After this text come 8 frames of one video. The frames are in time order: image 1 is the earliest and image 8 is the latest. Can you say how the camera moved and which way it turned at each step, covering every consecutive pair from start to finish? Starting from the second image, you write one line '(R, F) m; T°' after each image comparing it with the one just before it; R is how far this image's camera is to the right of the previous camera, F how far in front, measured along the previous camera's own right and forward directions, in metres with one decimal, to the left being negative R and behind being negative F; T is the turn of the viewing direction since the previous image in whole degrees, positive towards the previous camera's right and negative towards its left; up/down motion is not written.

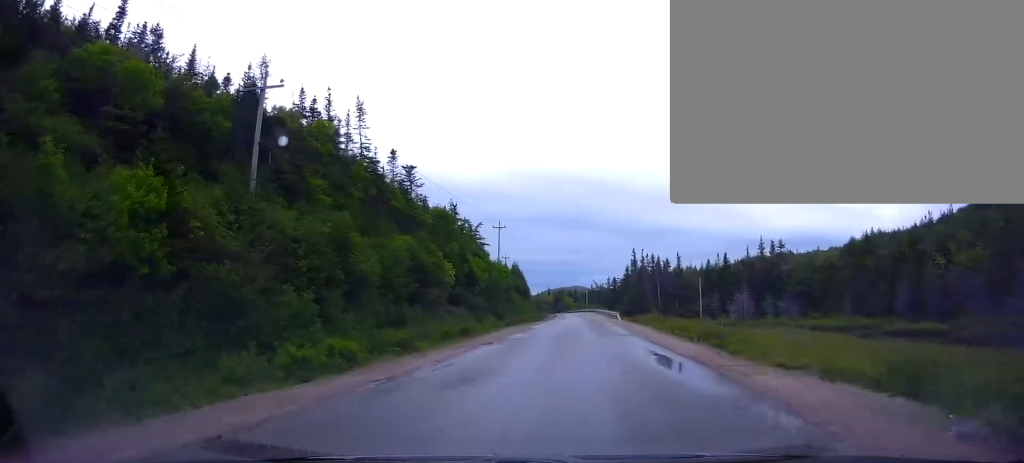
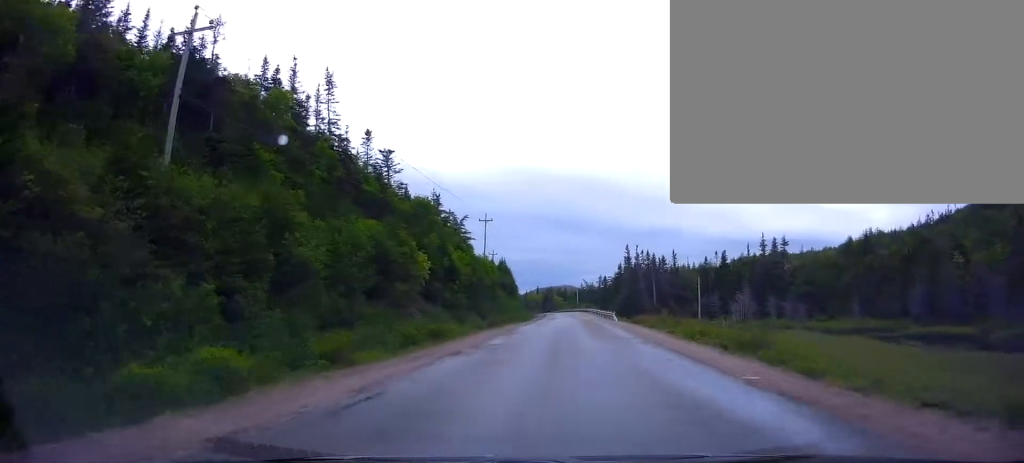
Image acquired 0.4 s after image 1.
(0.0, +5.8) m; +1°
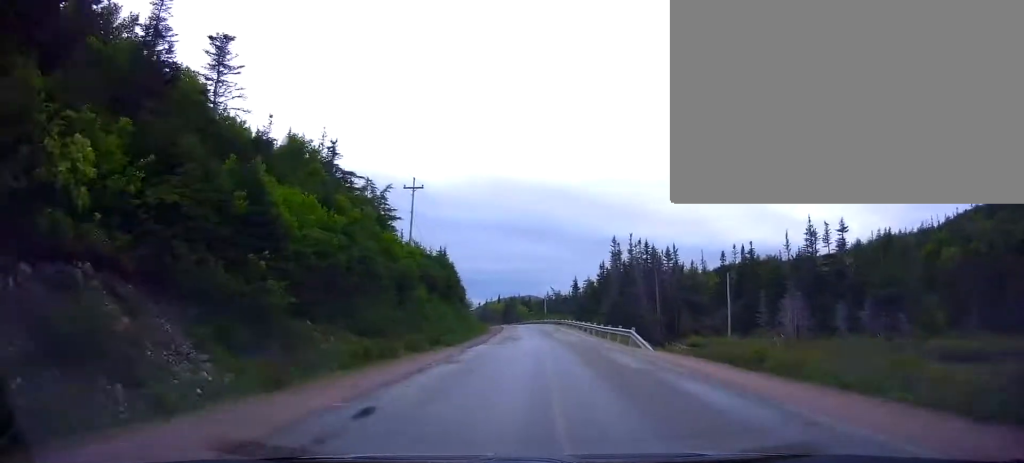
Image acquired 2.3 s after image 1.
(+0.1, +27.9) m; +1°
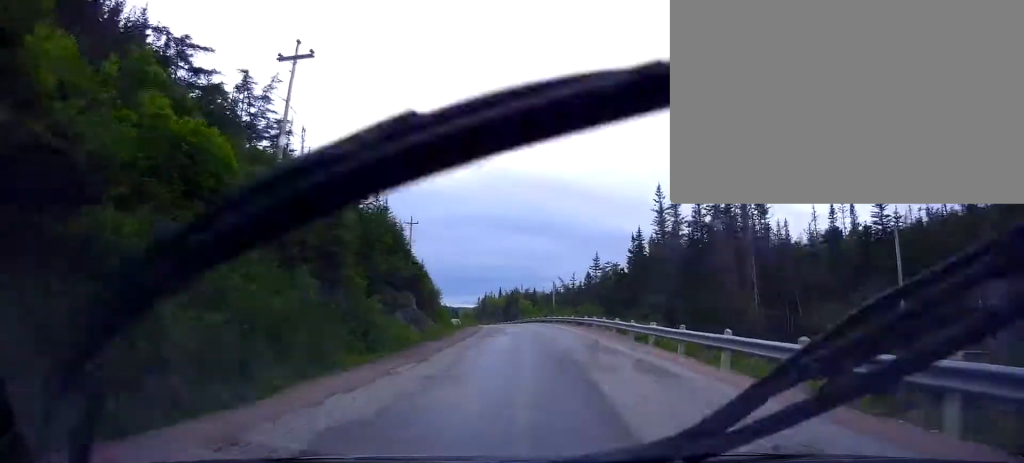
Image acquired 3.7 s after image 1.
(+0.3, +28.0) m; 0°
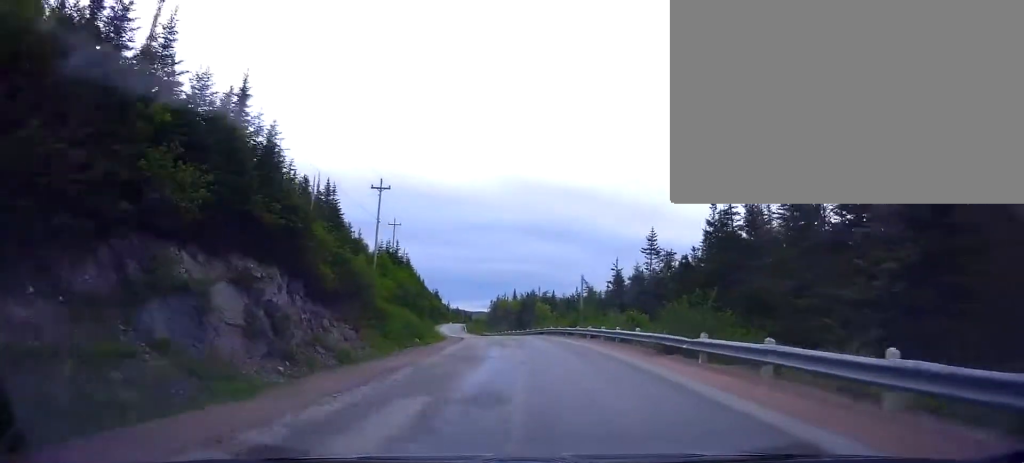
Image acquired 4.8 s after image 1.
(-0.4, +25.5) m; -2°
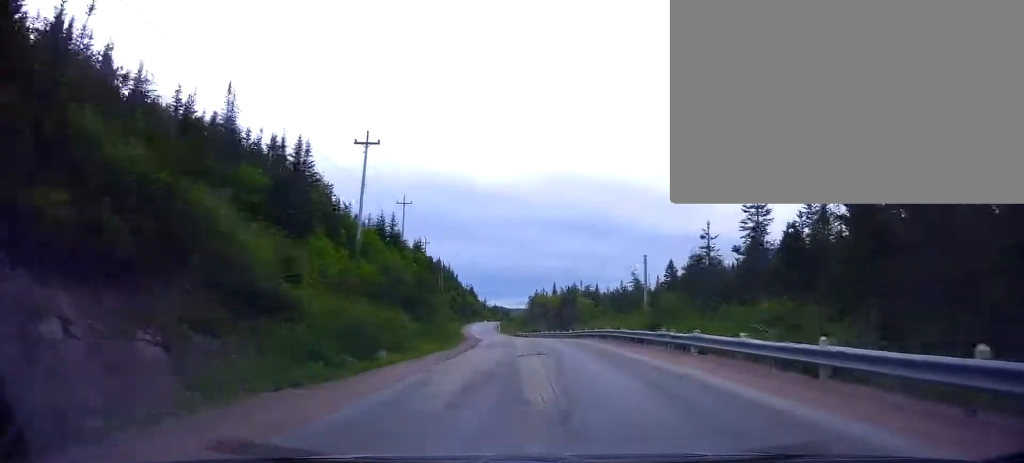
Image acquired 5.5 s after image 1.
(+0.1, +15.7) m; -2°
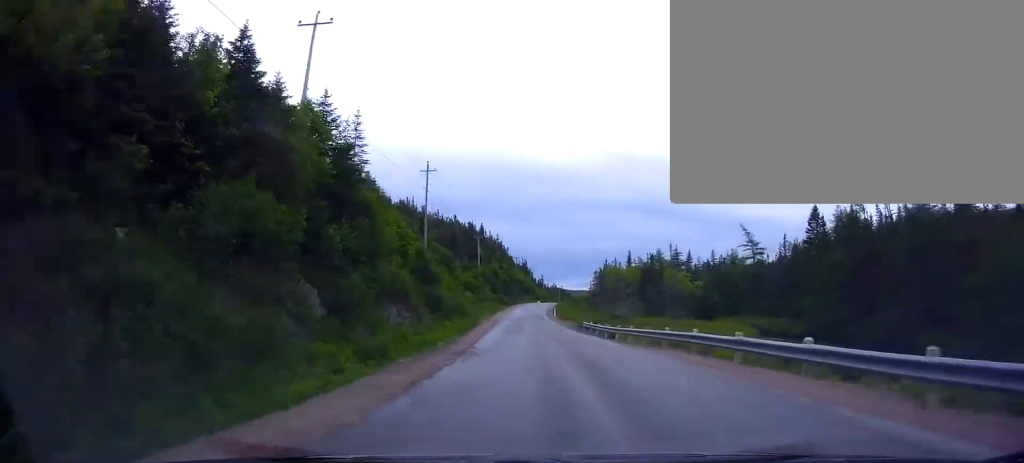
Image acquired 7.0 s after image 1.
(-3.1, +42.5) m; -7°
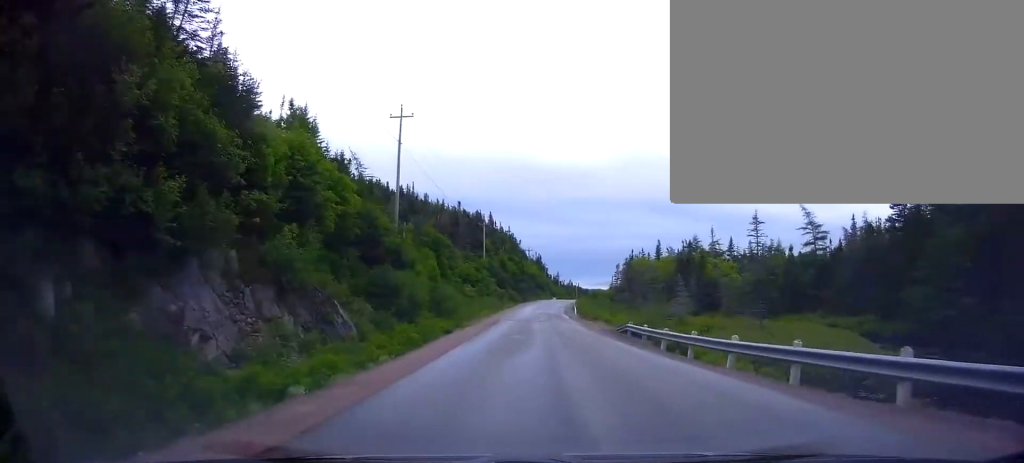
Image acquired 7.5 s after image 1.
(-0.4, +17.6) m; -1°
